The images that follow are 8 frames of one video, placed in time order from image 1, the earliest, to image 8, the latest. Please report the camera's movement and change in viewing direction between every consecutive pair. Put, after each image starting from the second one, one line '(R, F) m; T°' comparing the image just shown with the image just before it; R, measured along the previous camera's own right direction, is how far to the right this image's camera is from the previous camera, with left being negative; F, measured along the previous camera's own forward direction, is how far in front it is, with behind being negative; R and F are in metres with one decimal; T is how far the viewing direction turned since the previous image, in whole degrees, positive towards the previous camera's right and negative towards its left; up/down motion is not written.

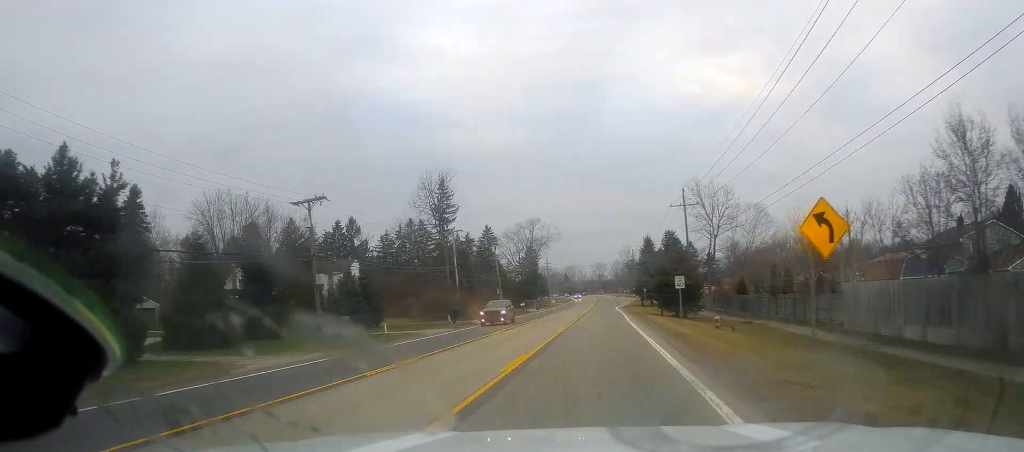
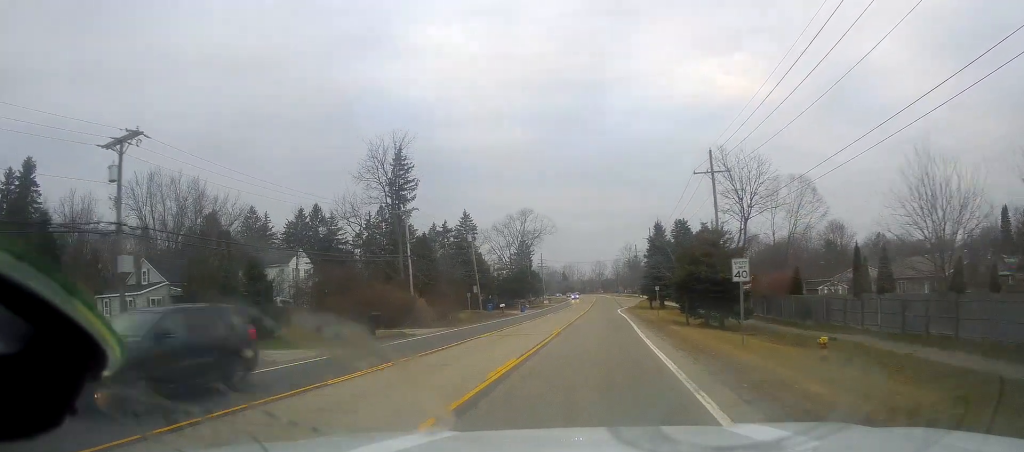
(0.0, +16.9) m; -1°
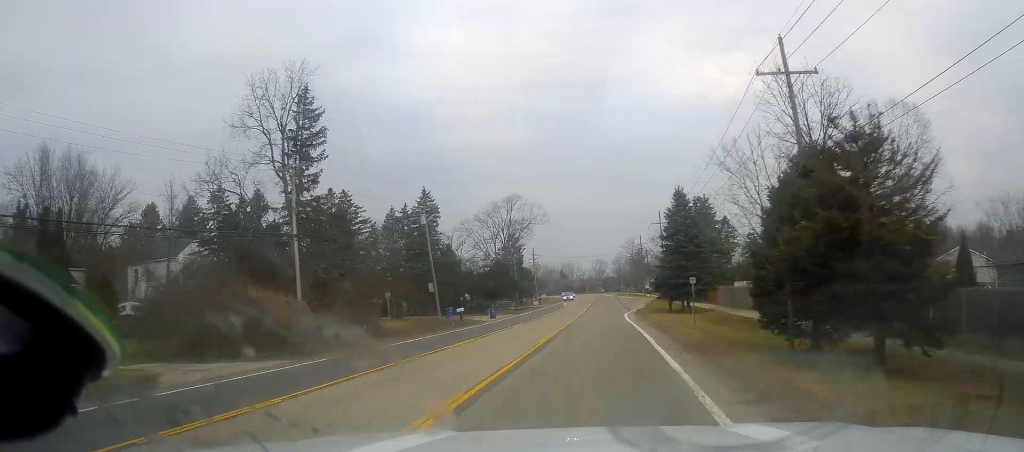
(-0.2, +20.9) m; 0°
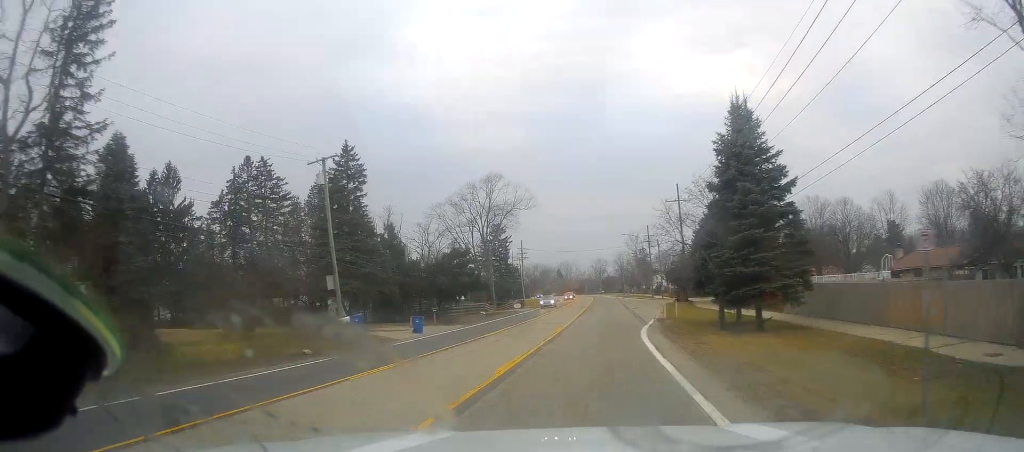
(+0.4, +23.0) m; +1°
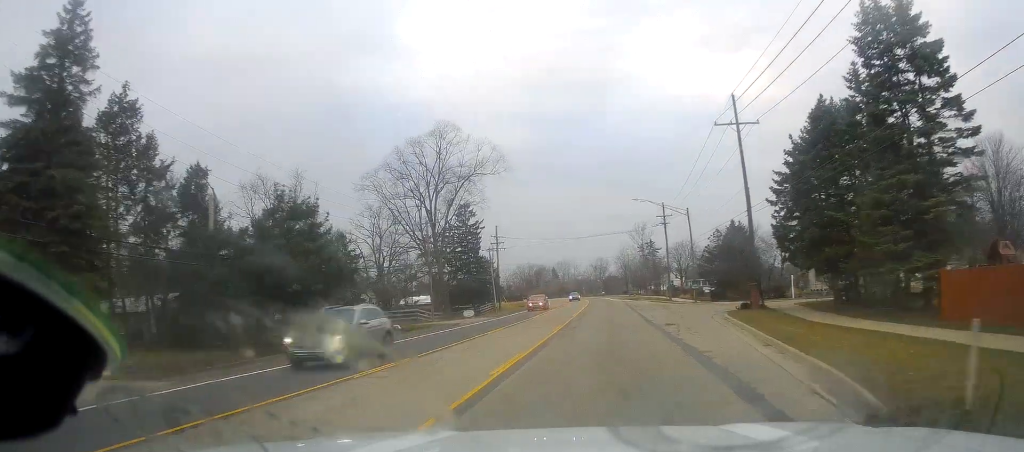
(-0.6, +31.5) m; -1°
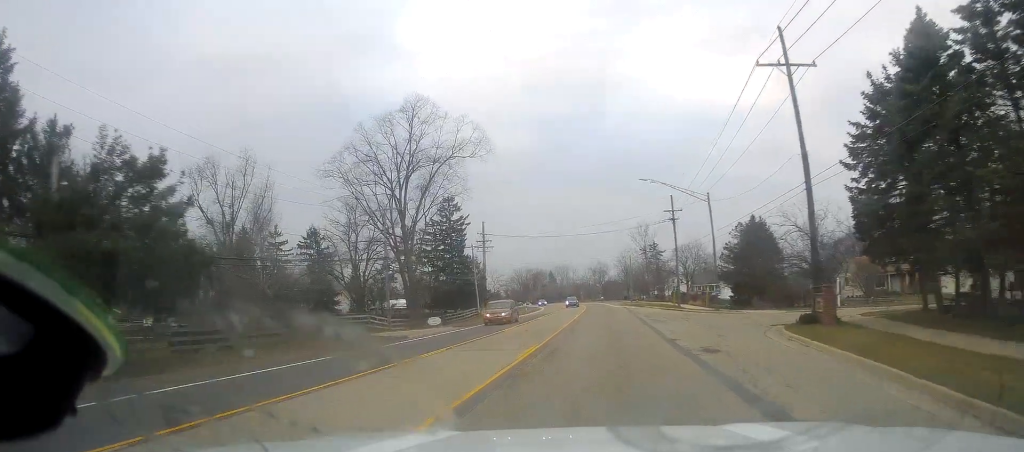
(+0.3, +11.2) m; +1°
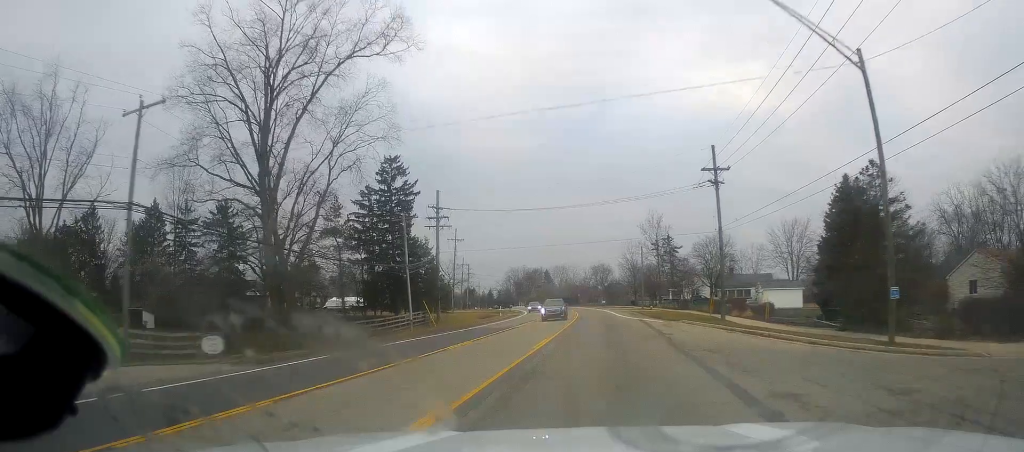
(+0.3, +27.6) m; +1°
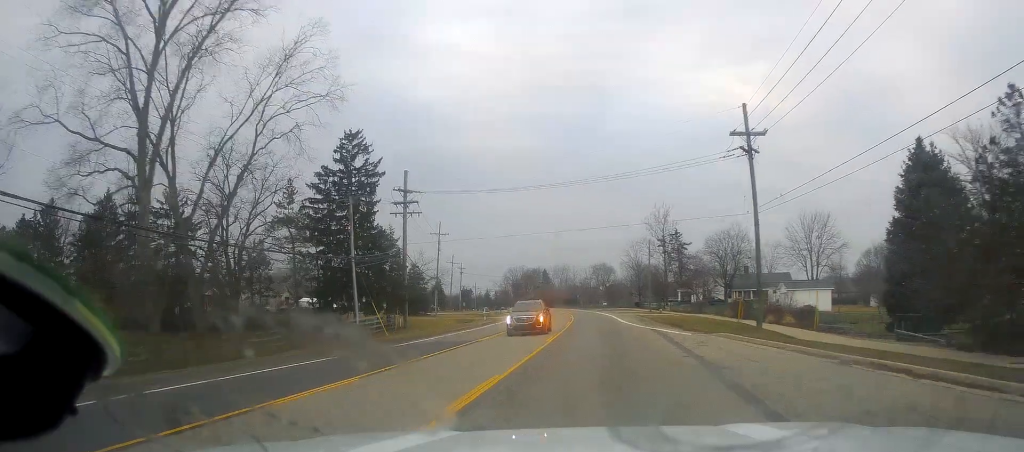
(0.0, +11.4) m; -1°
